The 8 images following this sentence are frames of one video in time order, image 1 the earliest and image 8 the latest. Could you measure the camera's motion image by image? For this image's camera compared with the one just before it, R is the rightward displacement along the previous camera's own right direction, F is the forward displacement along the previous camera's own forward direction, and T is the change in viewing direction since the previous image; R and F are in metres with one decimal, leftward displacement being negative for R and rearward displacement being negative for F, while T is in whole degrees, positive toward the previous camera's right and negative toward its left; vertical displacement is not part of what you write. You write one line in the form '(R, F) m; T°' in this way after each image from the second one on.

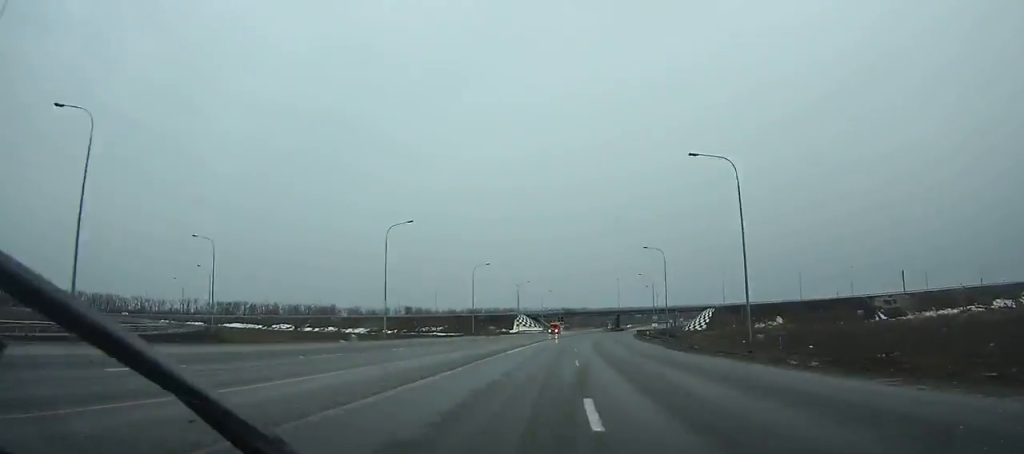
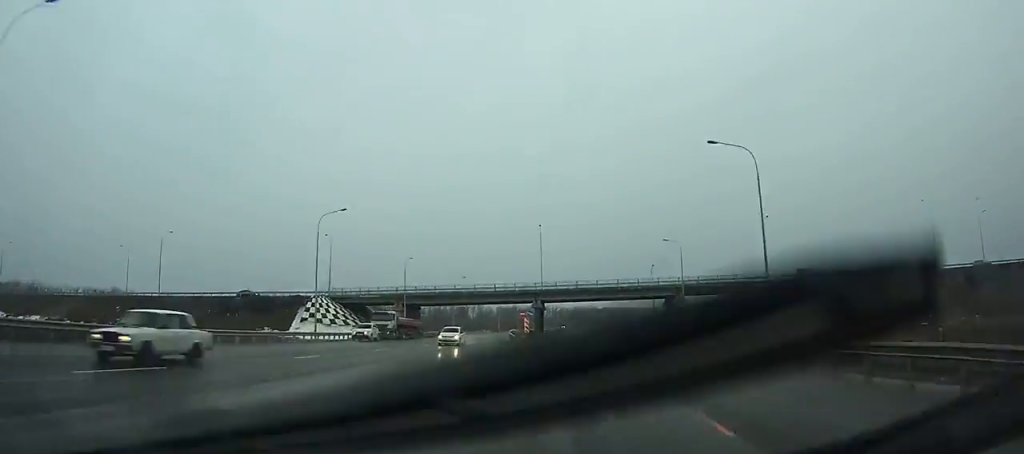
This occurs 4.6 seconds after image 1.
(+8.8, +122.1) m; +7°
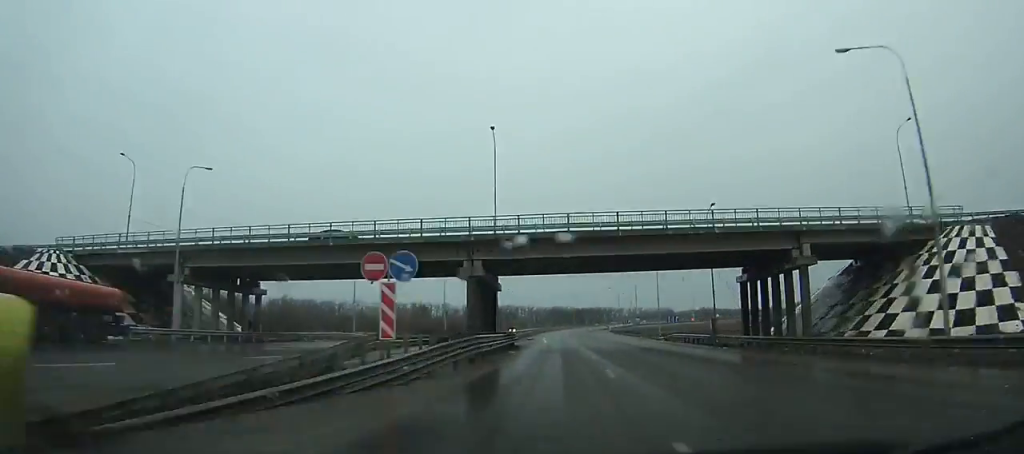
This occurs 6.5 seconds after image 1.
(+1.4, +51.2) m; +2°
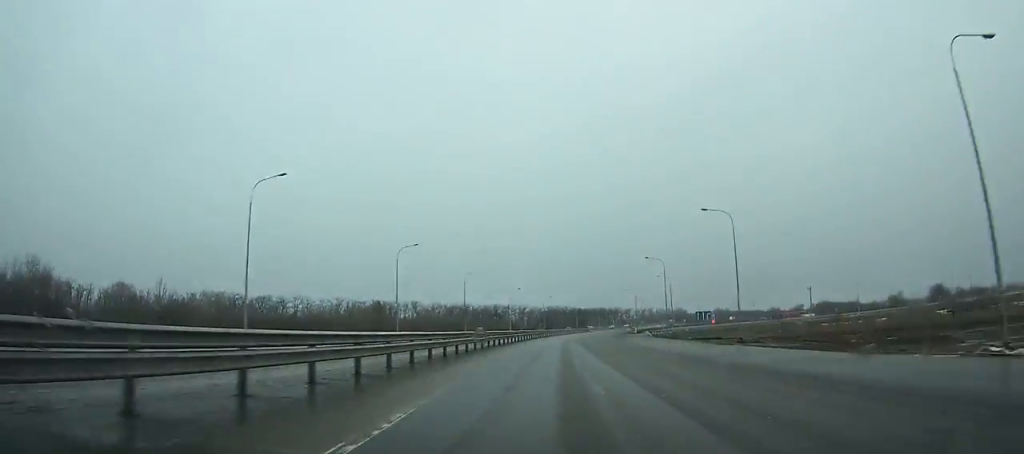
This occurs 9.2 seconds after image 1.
(+0.8, +73.5) m; +2°
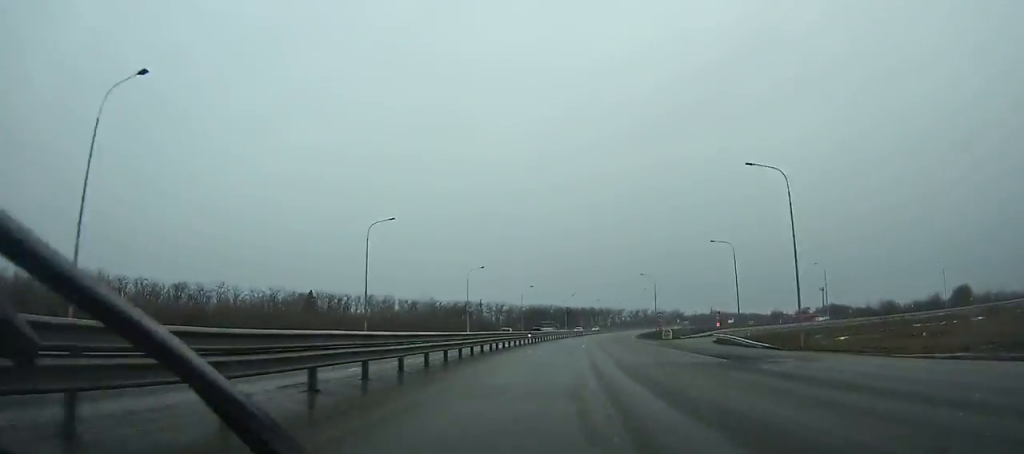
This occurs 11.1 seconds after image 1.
(+1.1, +51.9) m; +3°
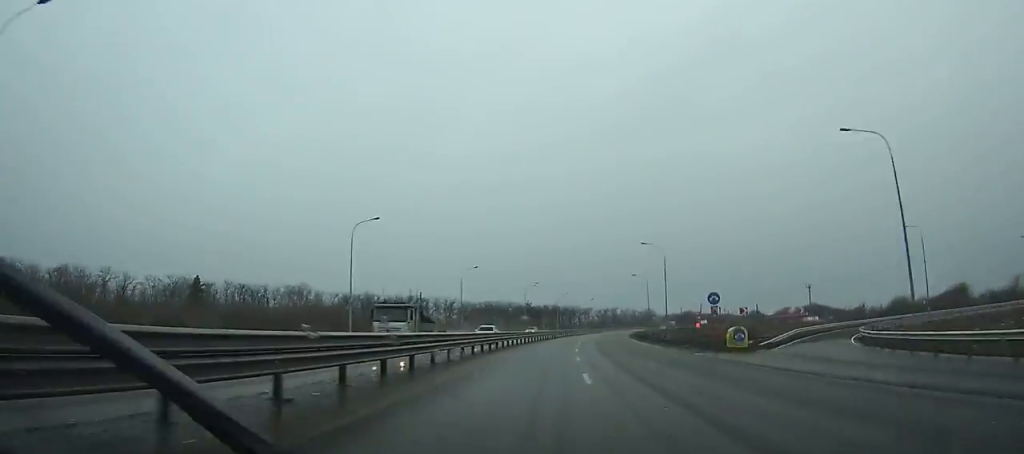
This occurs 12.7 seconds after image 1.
(-0.5, +43.8) m; +3°
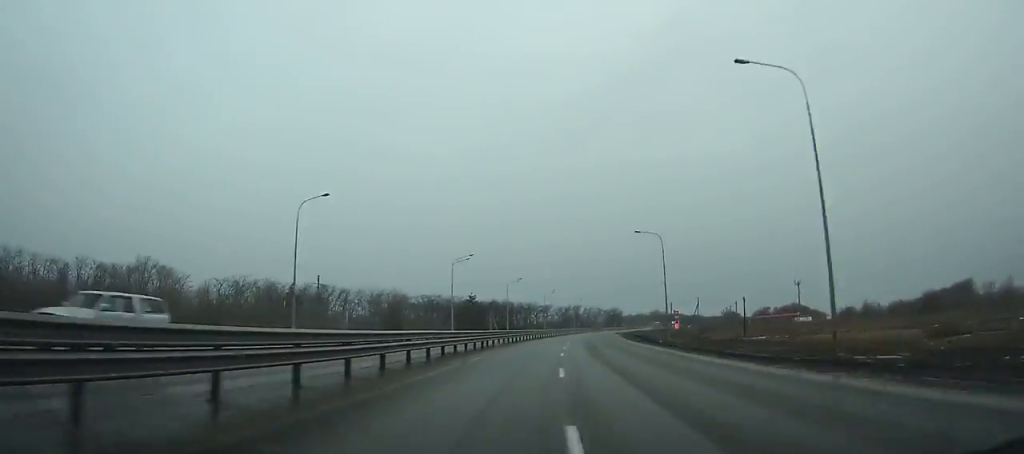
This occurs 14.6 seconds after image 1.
(+3.2, +52.0) m; +4°
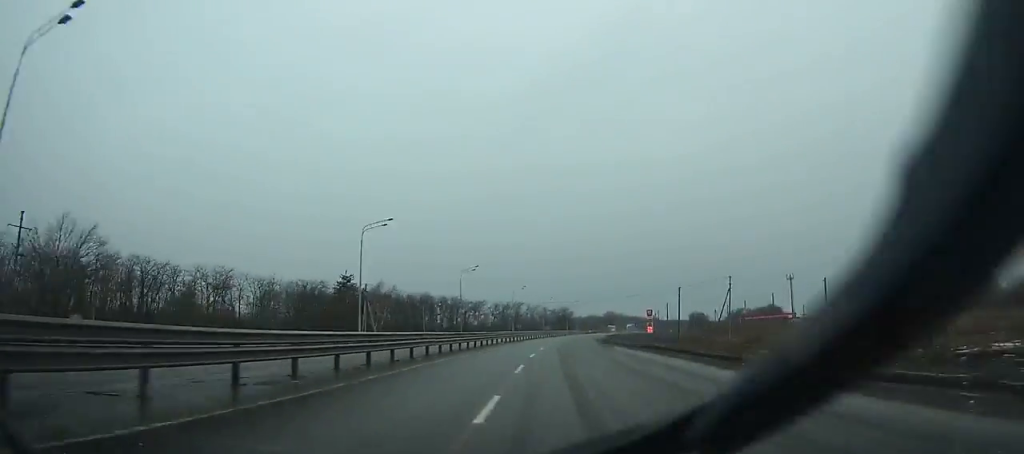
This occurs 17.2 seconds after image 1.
(+3.3, +71.1) m; +5°
